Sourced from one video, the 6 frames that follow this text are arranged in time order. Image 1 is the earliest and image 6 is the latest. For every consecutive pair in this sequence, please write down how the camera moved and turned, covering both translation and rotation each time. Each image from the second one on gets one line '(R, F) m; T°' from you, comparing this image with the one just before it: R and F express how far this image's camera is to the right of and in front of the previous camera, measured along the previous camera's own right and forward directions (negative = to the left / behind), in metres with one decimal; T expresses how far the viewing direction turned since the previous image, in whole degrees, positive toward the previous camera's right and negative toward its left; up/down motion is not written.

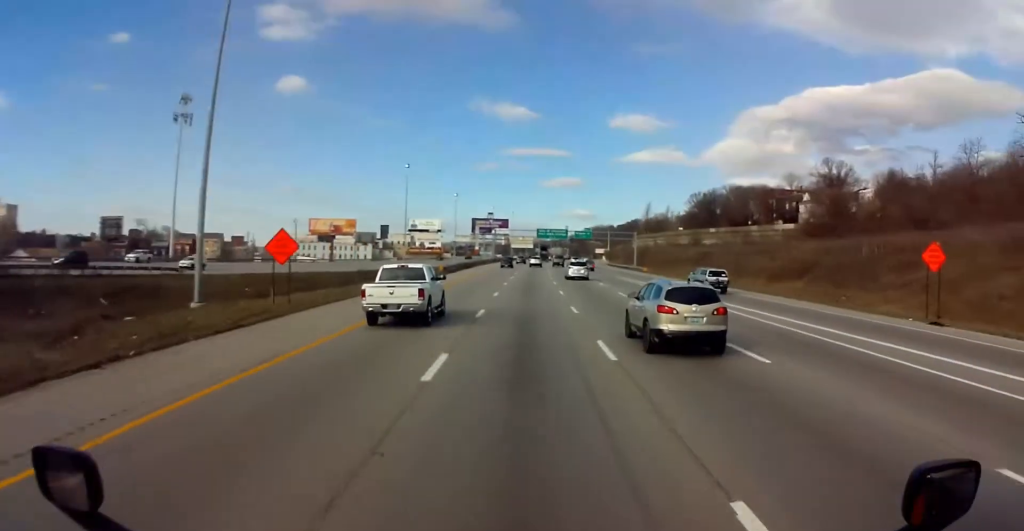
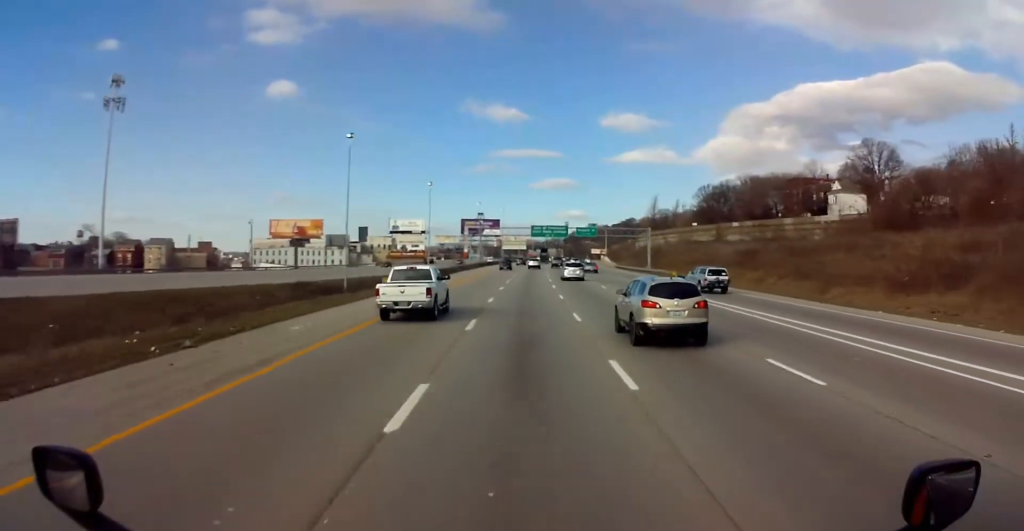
(+0.5, +28.0) m; +1°
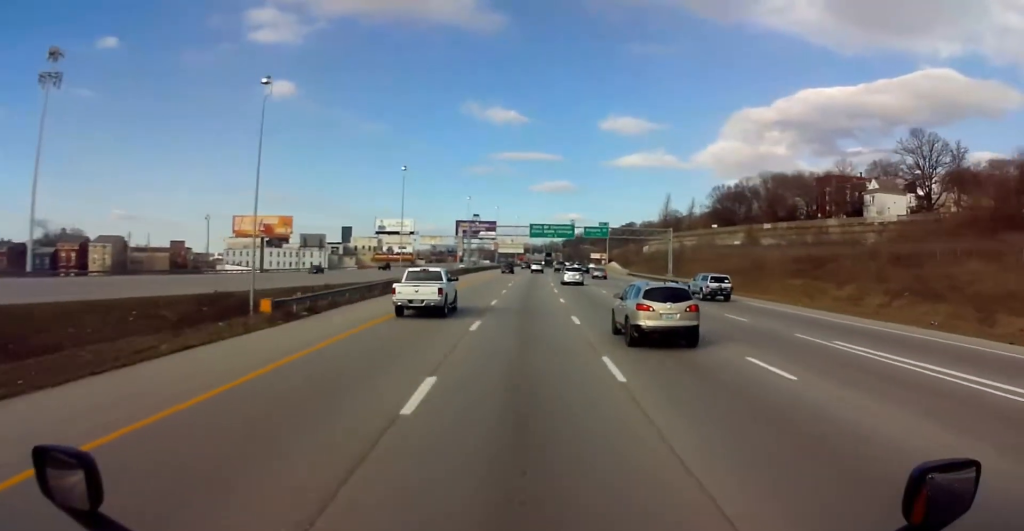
(-0.1, +23.3) m; 0°
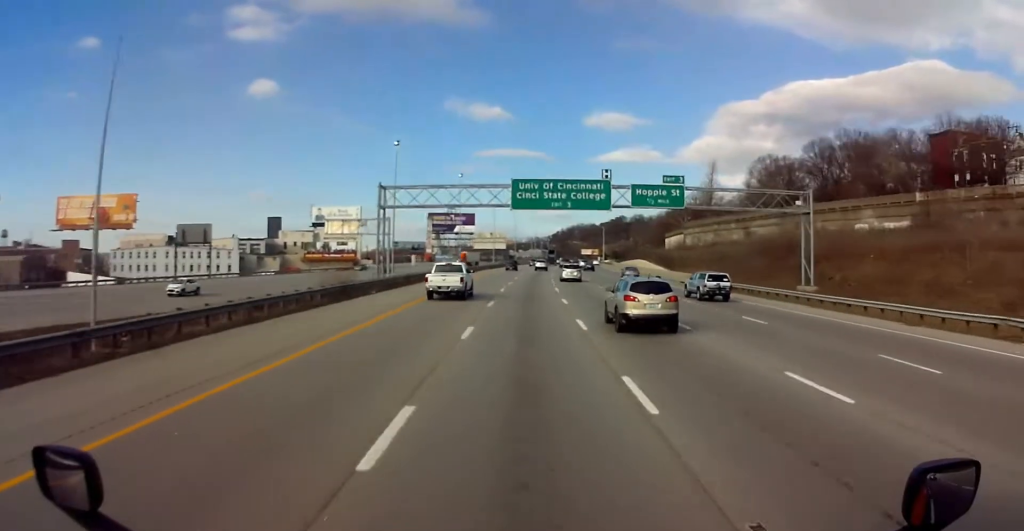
(+0.5, +63.6) m; +2°
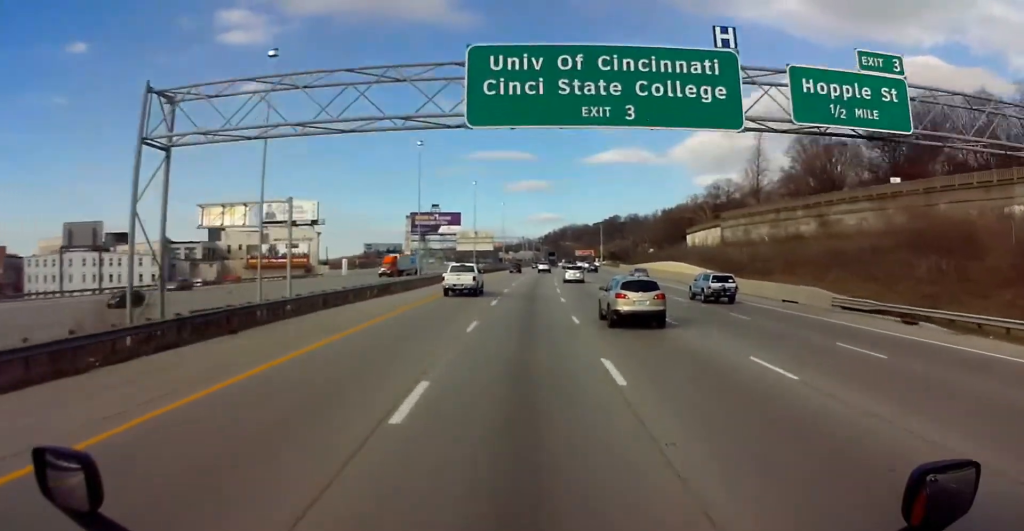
(+0.4, +34.1) m; +1°
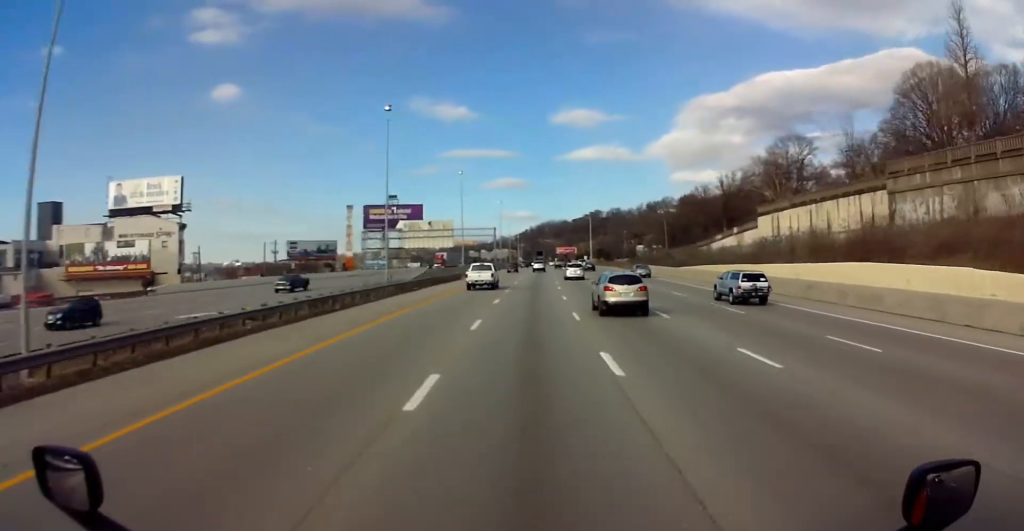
(+0.3, +60.6) m; 0°
